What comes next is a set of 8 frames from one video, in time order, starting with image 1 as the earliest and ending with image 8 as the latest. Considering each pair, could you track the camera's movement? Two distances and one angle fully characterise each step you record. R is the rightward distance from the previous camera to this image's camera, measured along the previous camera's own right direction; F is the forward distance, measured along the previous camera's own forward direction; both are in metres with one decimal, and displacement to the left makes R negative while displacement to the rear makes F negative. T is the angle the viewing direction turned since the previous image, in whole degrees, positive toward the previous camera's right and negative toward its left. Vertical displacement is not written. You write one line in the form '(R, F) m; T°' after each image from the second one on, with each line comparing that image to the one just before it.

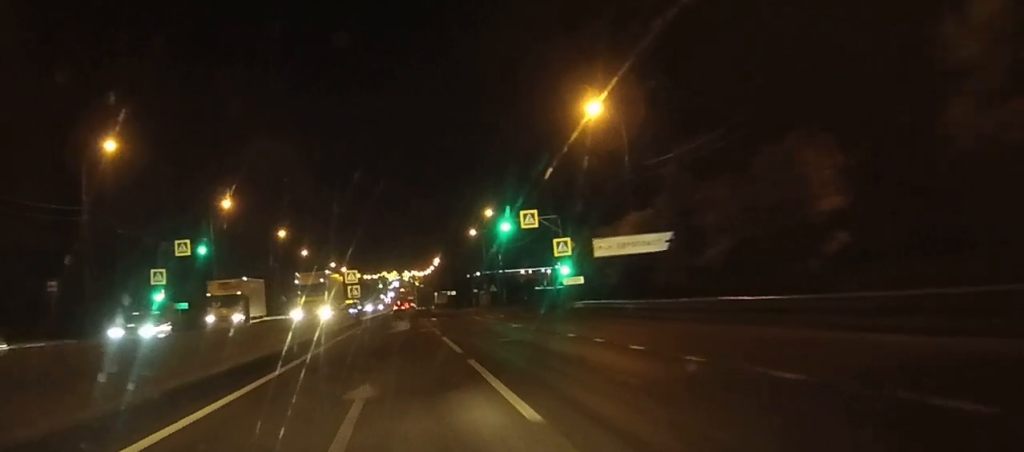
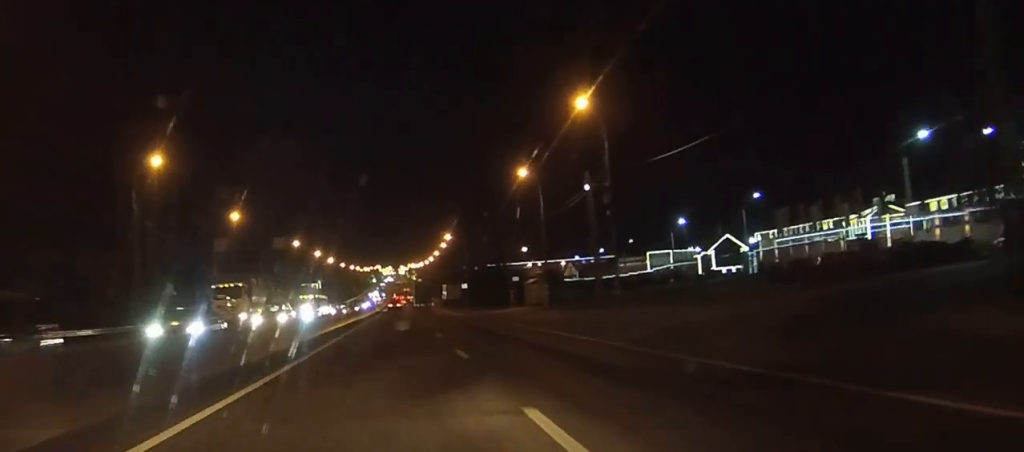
(+0.2, +61.9) m; 0°
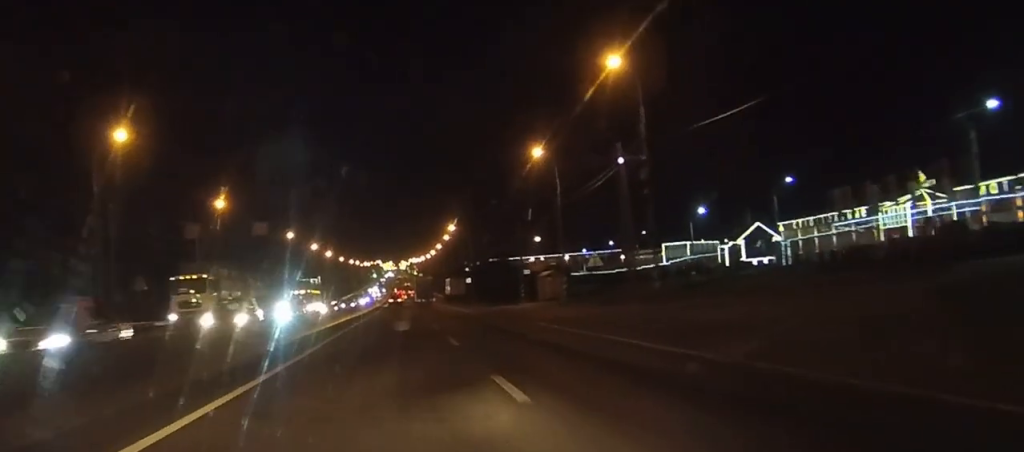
(0.0, +8.2) m; 0°
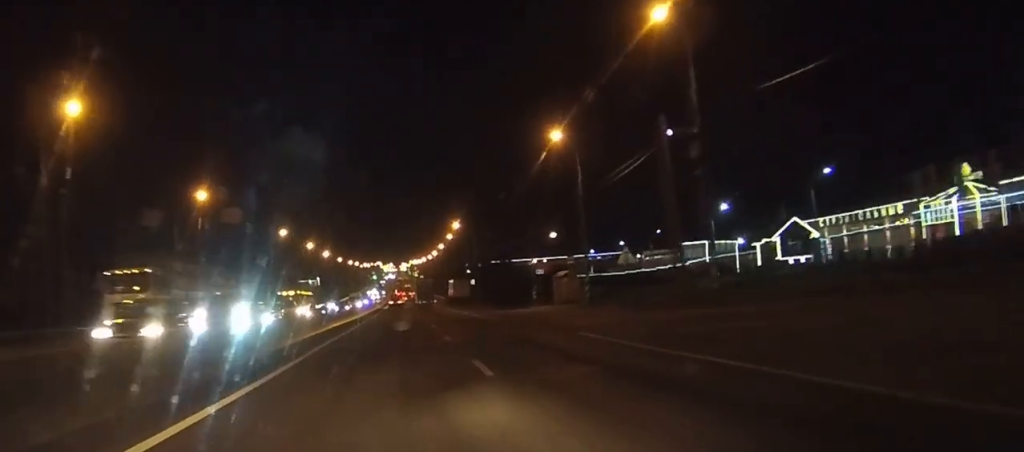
(-0.1, +8.3) m; 0°
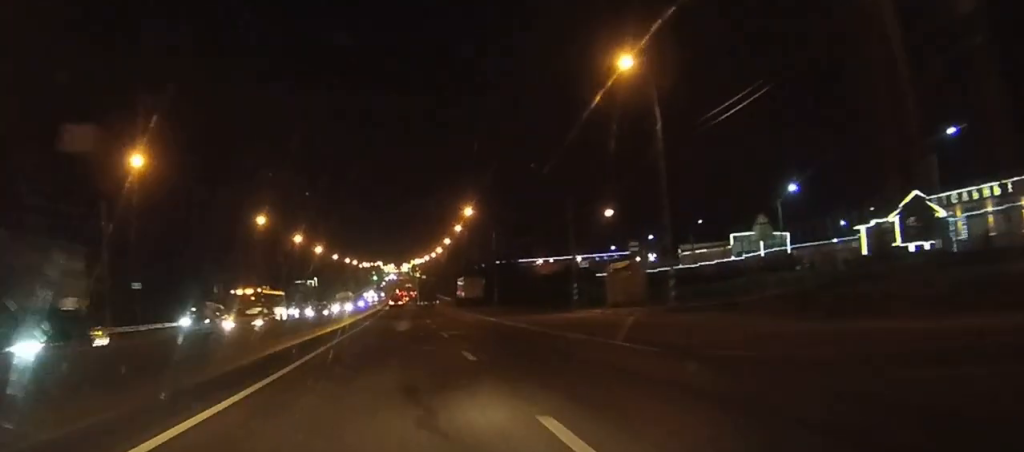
(0.0, +20.0) m; 0°
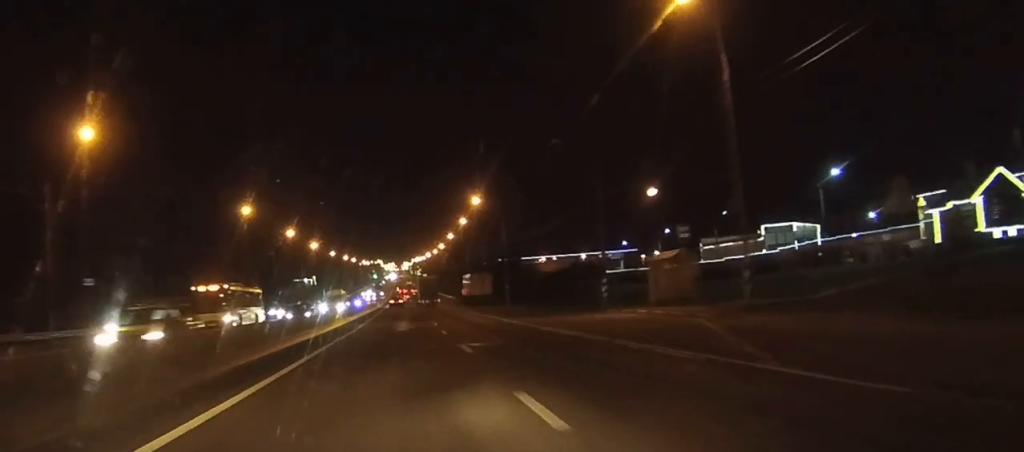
(0.0, +9.7) m; 0°
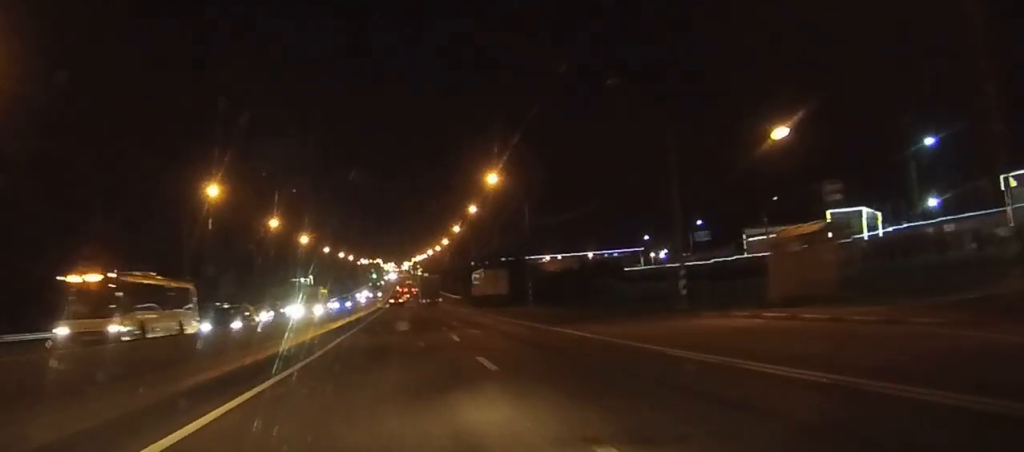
(0.0, +16.2) m; 0°
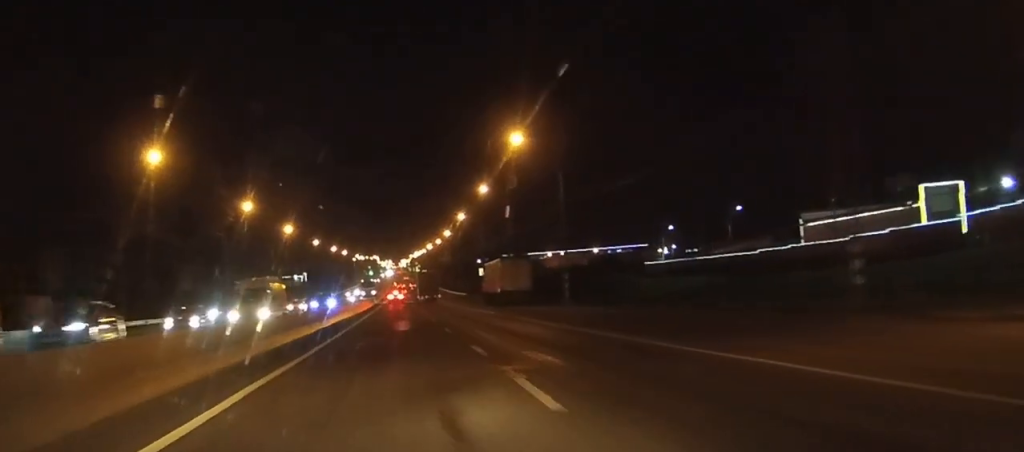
(0.0, +16.9) m; 0°
